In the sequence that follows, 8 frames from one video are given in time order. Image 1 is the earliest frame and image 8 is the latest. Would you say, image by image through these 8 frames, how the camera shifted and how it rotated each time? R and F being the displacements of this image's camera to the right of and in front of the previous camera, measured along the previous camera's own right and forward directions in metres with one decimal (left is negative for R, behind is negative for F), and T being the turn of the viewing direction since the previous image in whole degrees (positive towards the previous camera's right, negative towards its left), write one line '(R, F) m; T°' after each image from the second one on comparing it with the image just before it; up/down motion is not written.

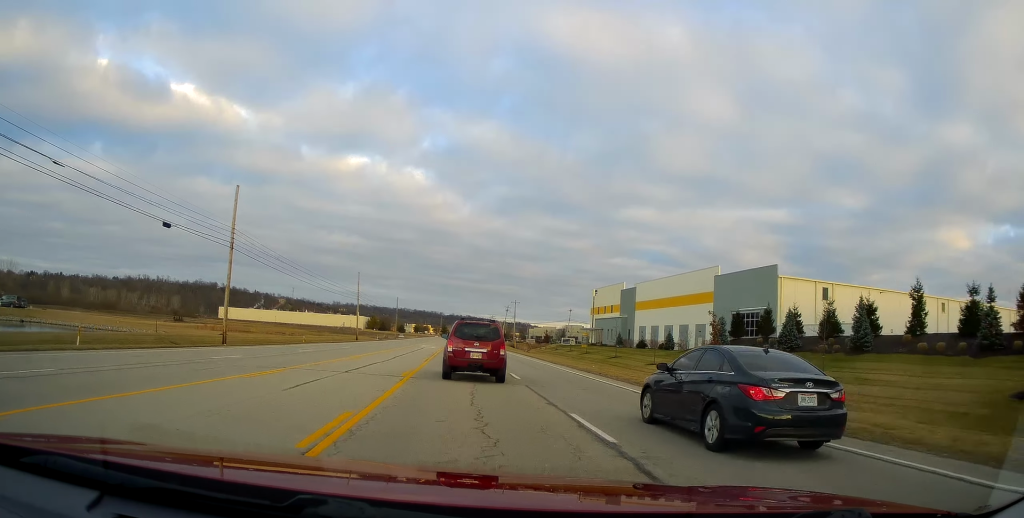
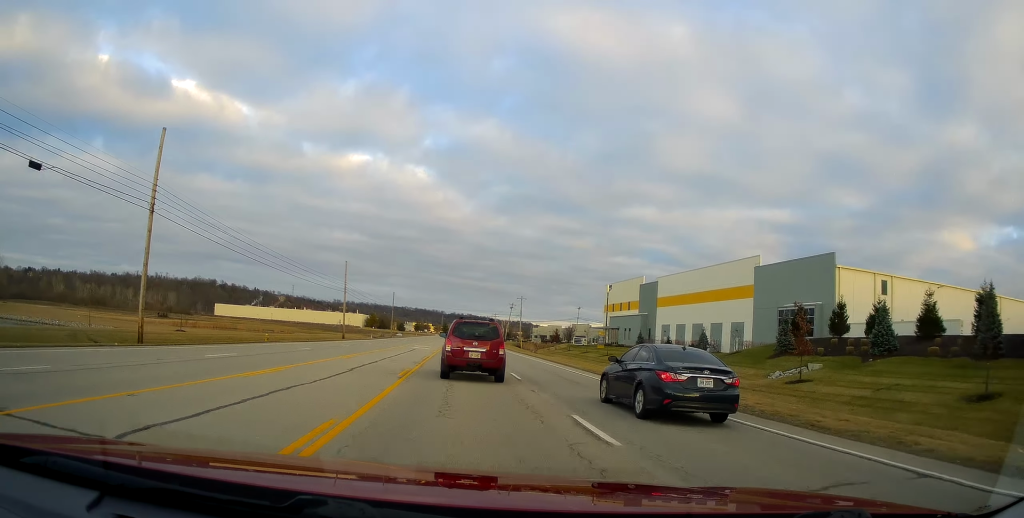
(0.0, +12.6) m; -1°
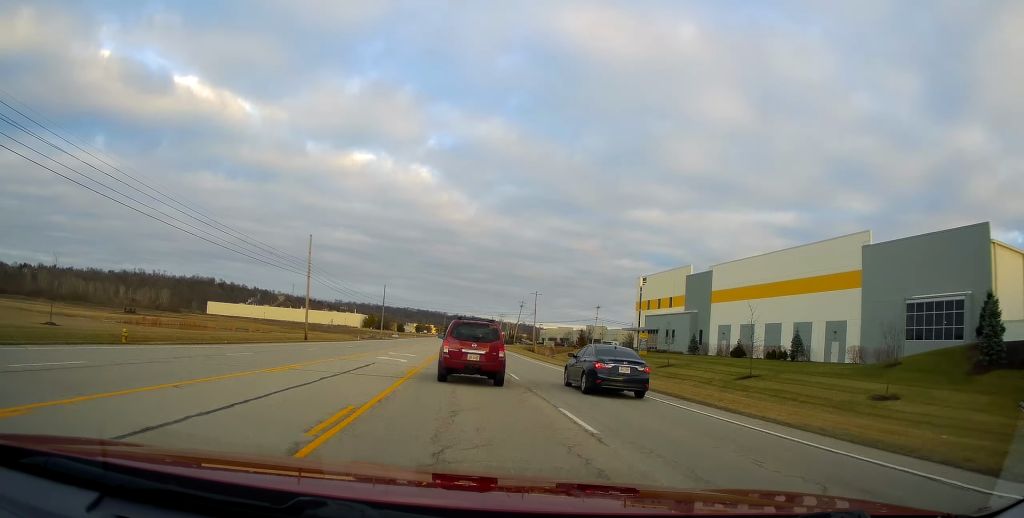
(-0.5, +22.9) m; 0°
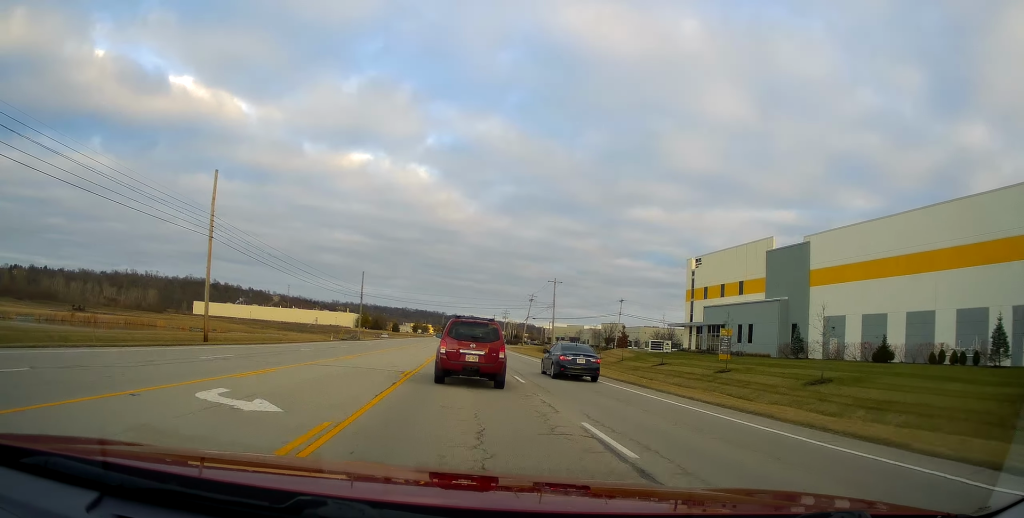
(+0.7, +26.4) m; +2°
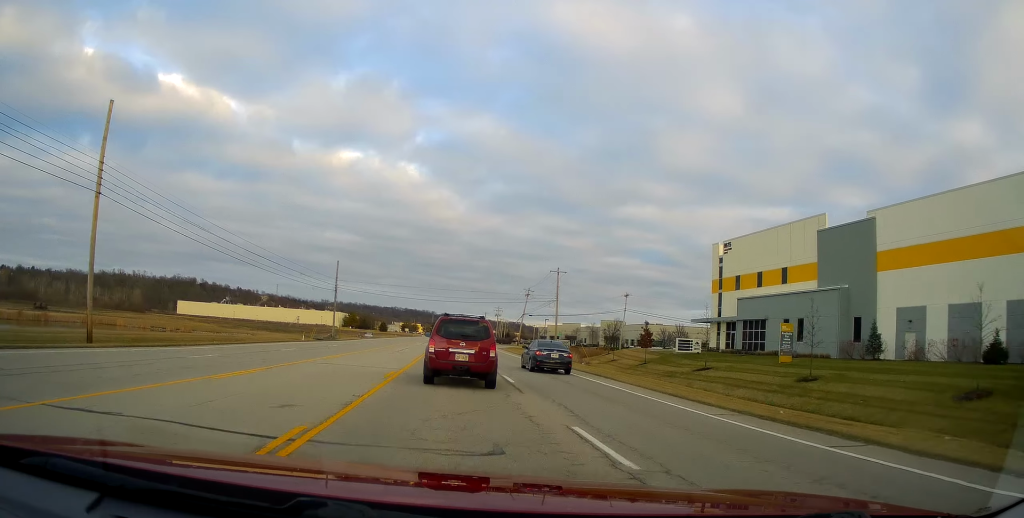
(0.0, +13.1) m; 0°
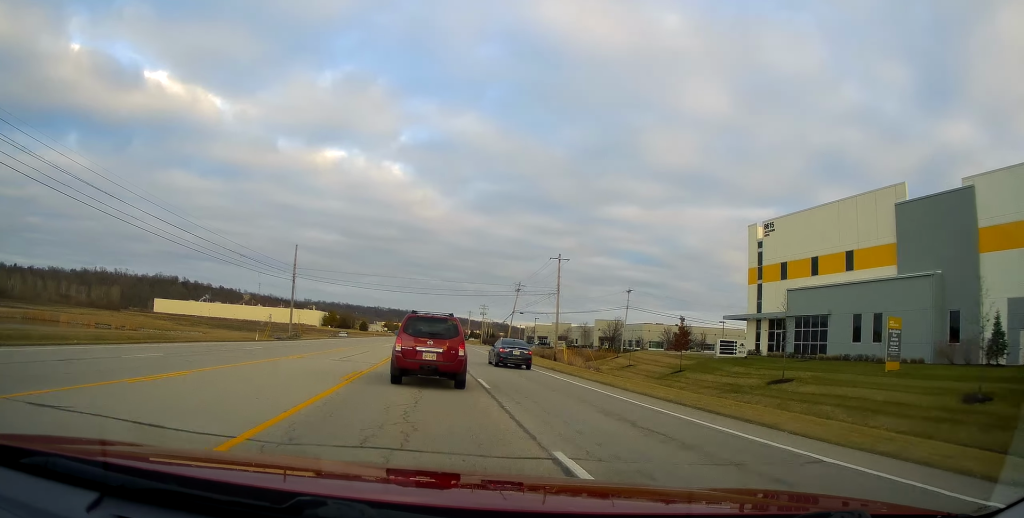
(0.0, +14.5) m; 0°
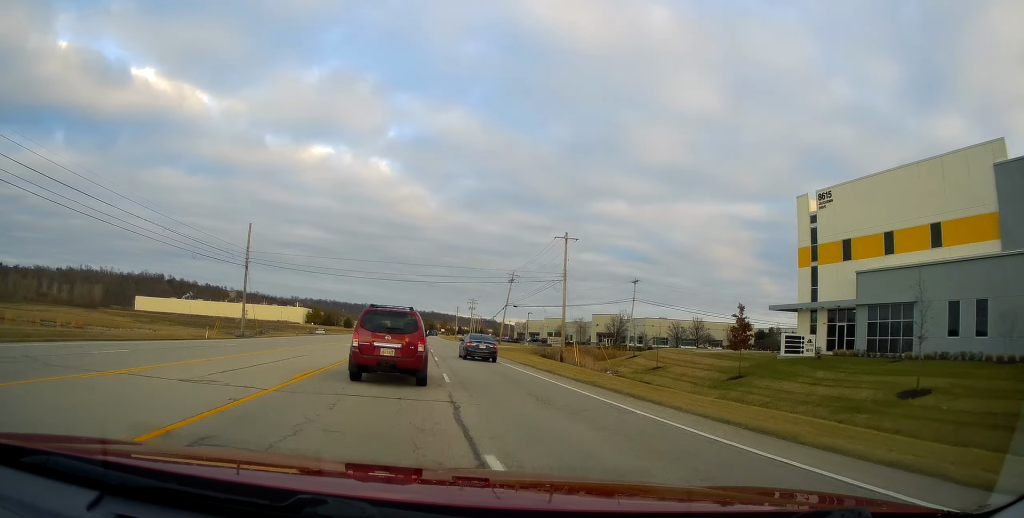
(-0.1, +12.7) m; +1°
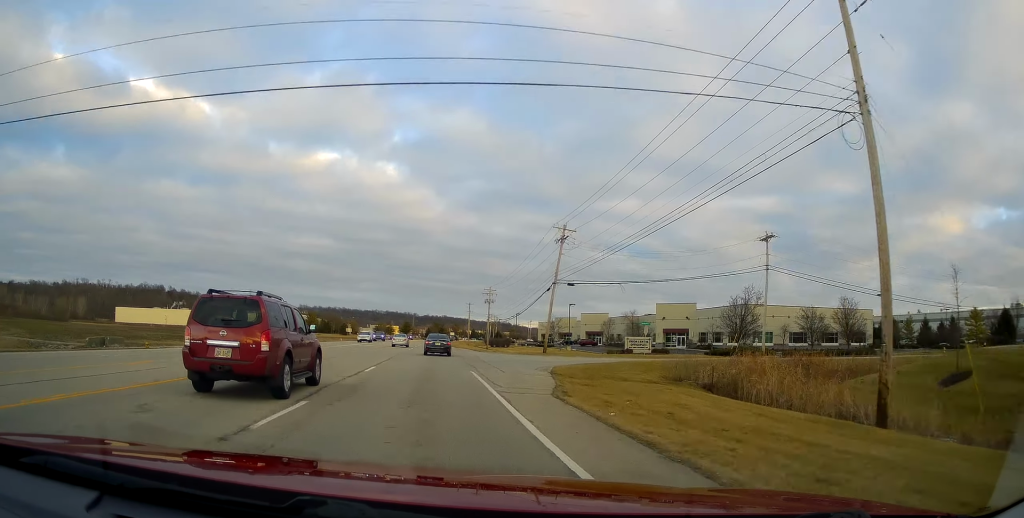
(+0.9, +45.9) m; 0°
